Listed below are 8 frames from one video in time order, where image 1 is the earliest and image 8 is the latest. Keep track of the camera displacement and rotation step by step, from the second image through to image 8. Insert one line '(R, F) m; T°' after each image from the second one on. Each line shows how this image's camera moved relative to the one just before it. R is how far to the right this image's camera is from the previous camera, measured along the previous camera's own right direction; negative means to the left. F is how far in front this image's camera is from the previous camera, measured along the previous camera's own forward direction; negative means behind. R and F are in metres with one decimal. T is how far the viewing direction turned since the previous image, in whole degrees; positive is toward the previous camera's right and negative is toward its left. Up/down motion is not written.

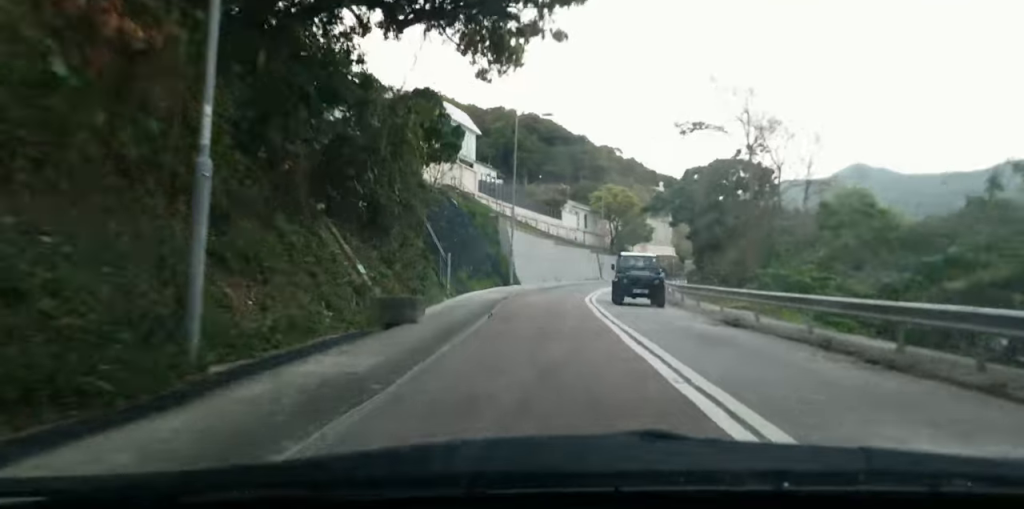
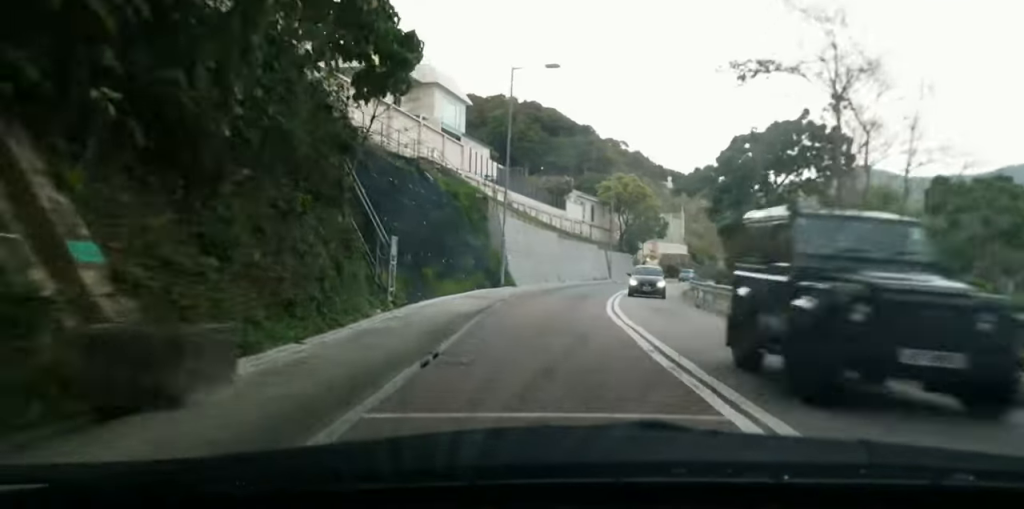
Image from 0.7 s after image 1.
(-0.1, +11.3) m; -2°
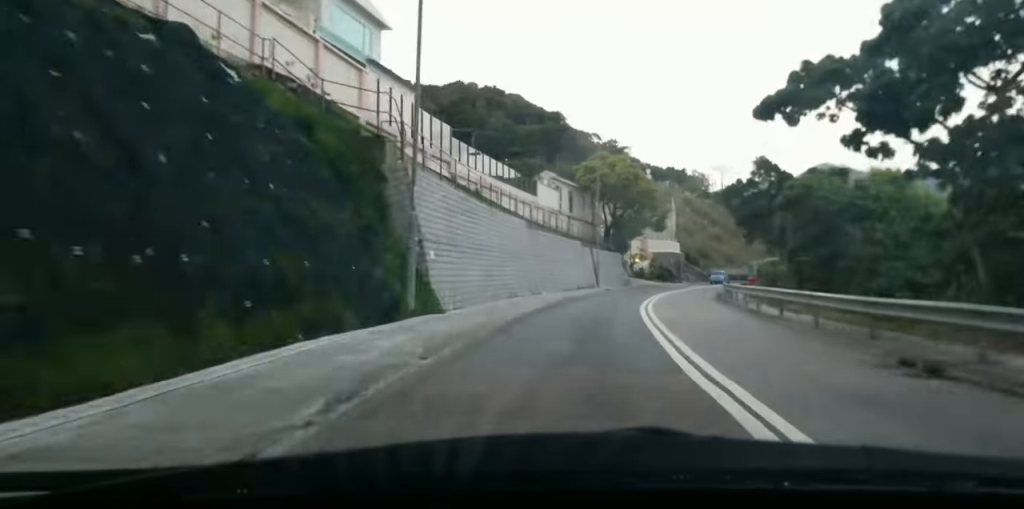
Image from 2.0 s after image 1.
(-0.7, +19.5) m; -4°
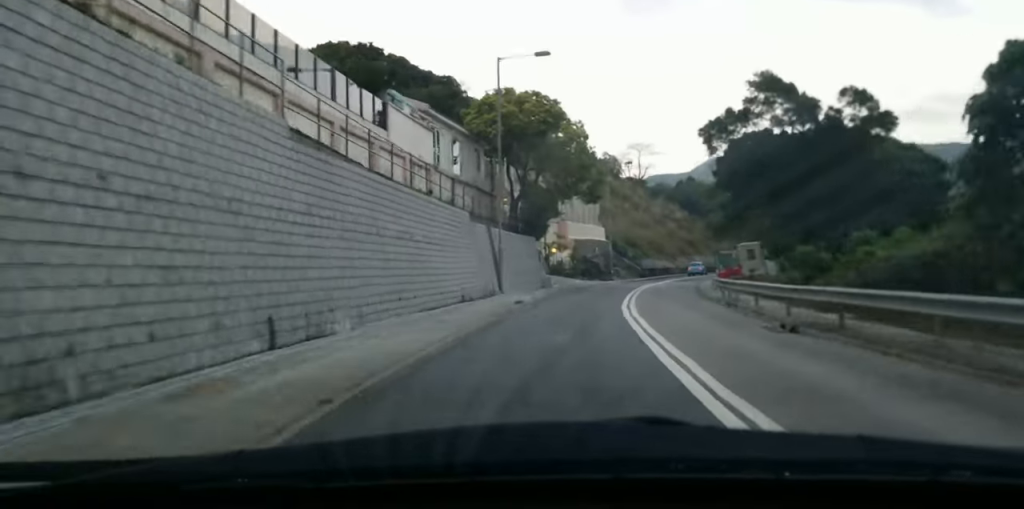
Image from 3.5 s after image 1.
(-0.9, +24.5) m; +1°
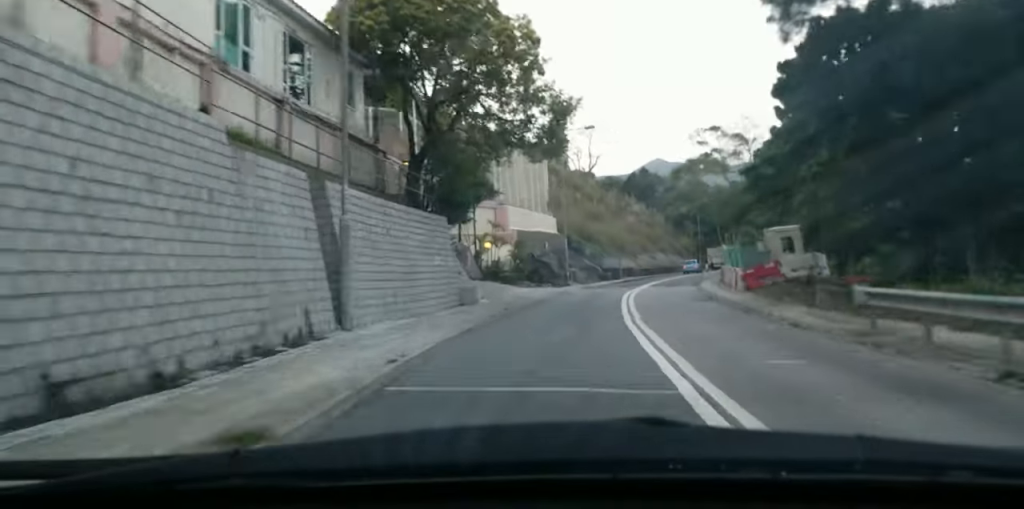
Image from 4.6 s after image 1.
(+1.3, +18.5) m; +5°
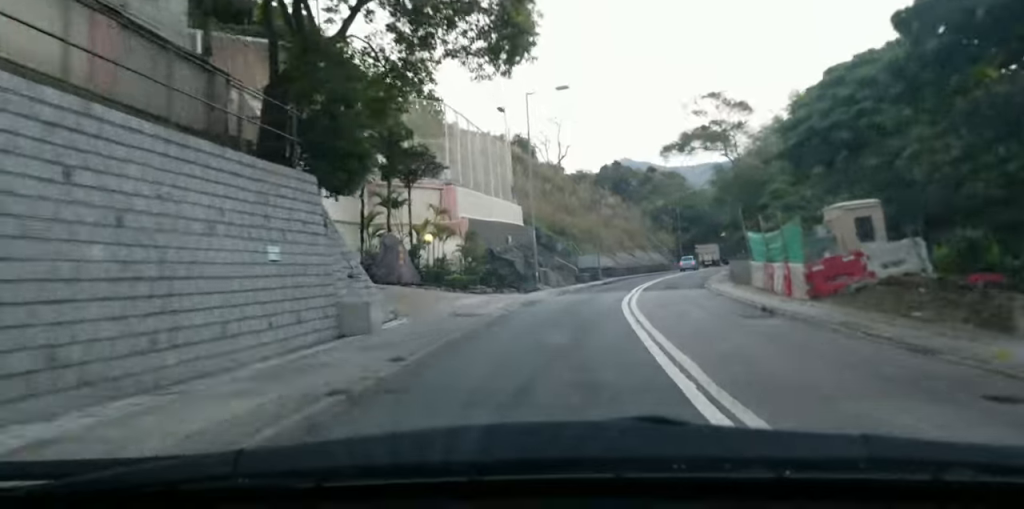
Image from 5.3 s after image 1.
(-0.2, +11.3) m; +4°
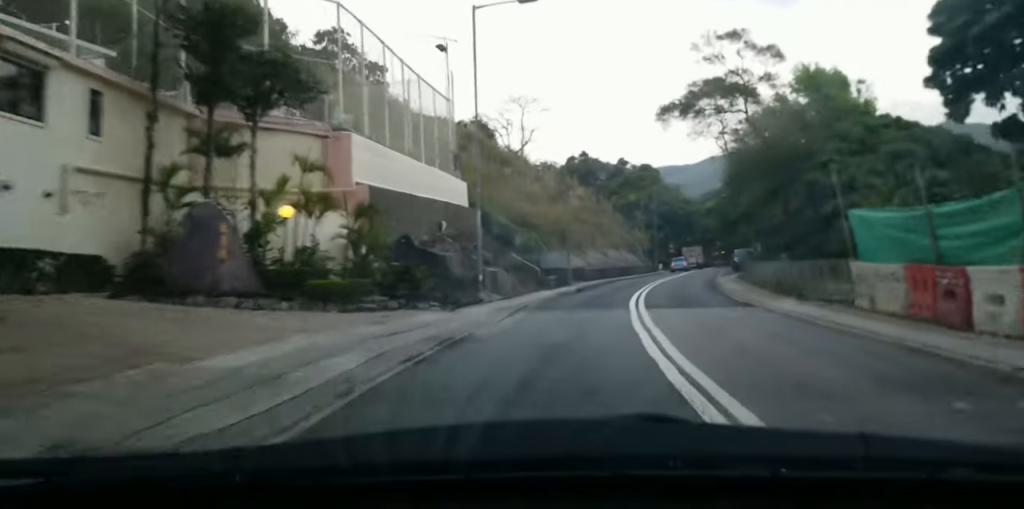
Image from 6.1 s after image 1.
(+1.1, +13.2) m; +6°
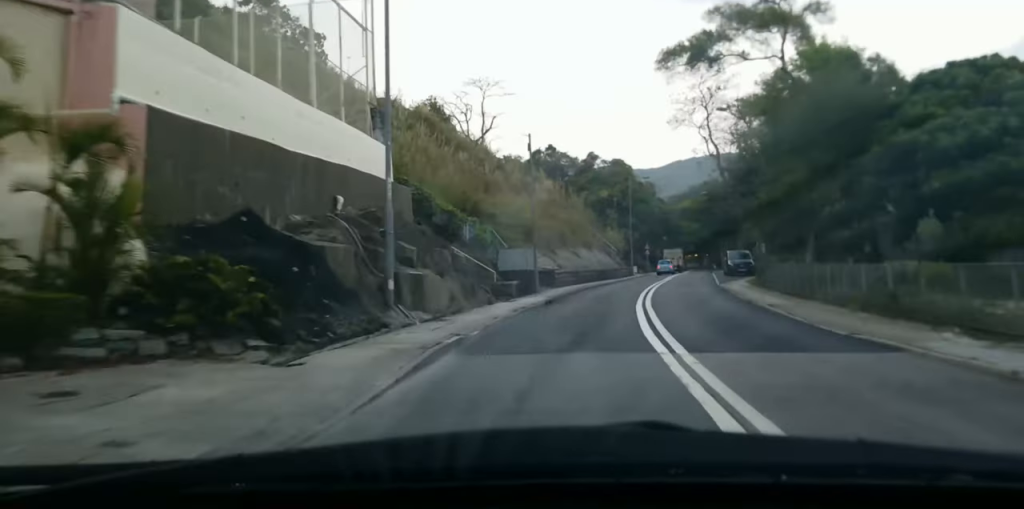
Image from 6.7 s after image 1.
(+0.5, +10.5) m; +4°
